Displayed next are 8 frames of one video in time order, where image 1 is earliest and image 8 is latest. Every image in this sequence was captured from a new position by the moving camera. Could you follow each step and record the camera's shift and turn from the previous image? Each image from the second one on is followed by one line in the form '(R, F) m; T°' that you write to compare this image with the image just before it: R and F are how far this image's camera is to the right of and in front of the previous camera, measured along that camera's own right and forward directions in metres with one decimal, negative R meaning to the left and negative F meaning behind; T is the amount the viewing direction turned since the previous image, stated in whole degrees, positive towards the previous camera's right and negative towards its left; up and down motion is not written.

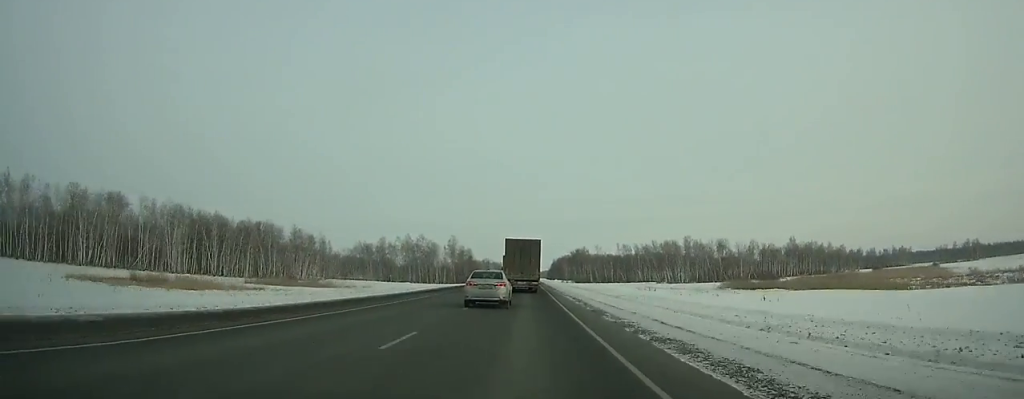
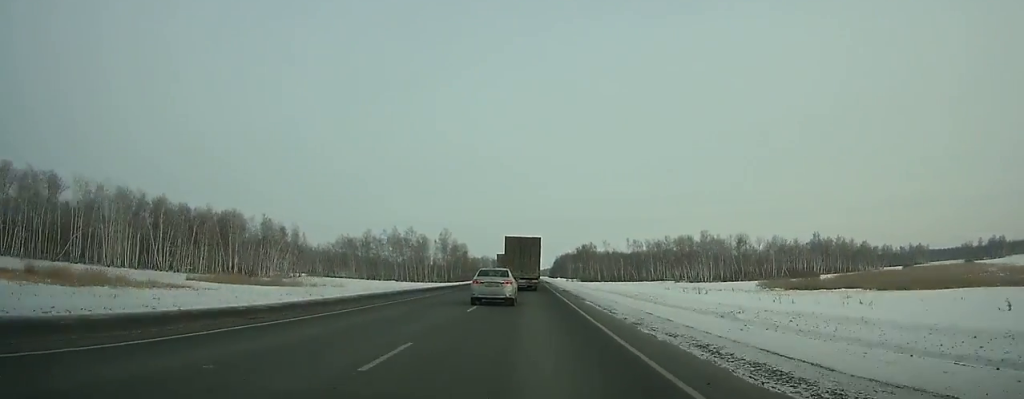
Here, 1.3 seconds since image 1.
(-0.2, +25.9) m; 0°
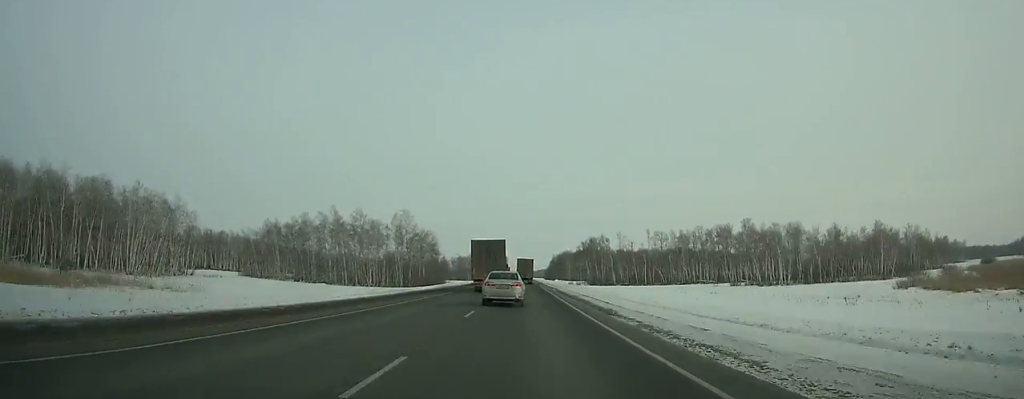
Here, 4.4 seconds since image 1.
(0.0, +61.8) m; 0°
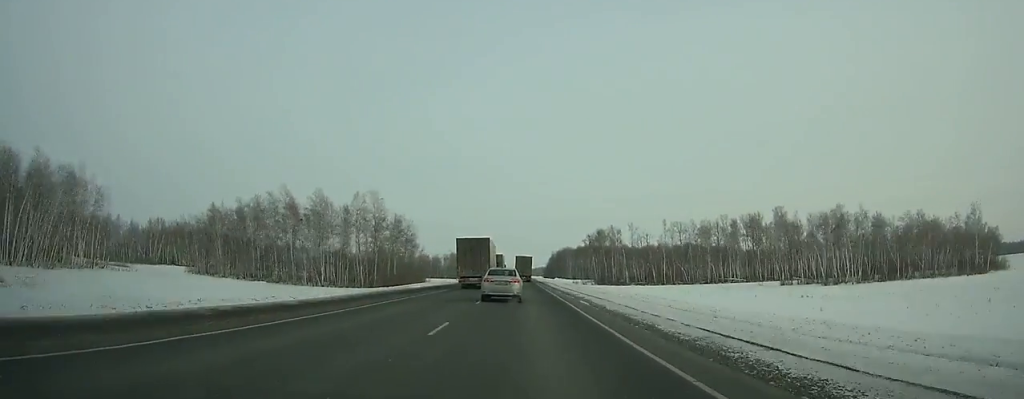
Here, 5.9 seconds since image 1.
(+0.1, +29.9) m; 0°
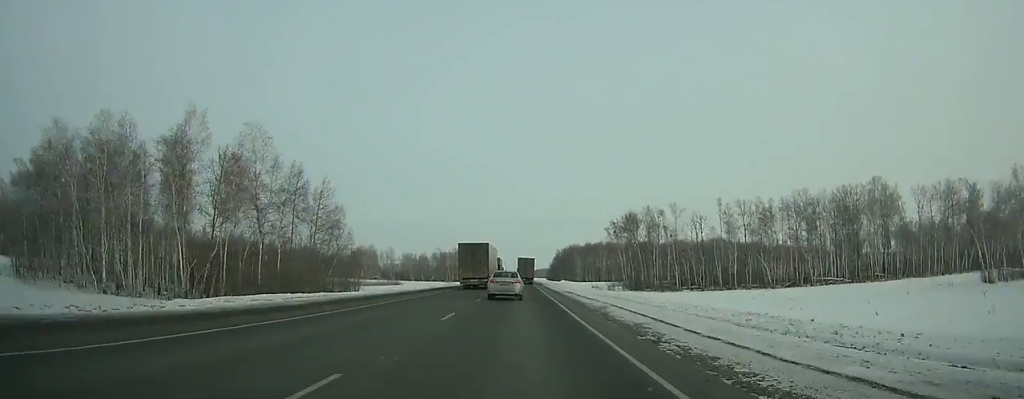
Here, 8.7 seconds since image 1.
(+0.1, +56.0) m; 0°
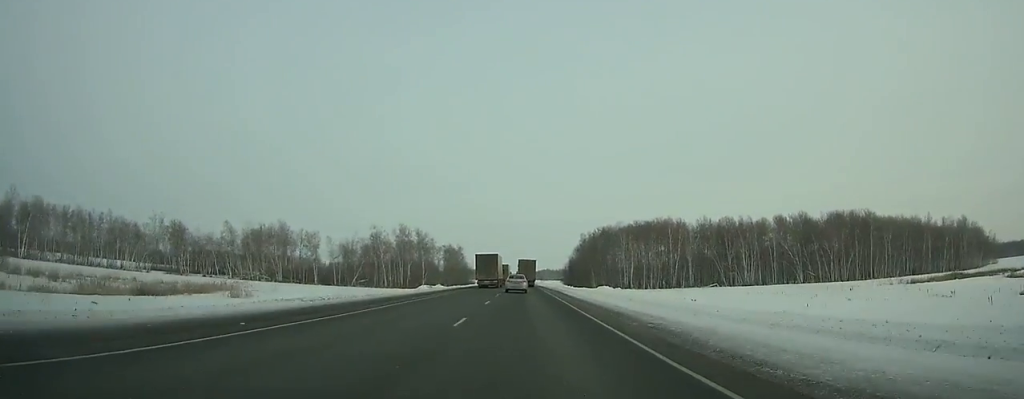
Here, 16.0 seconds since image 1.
(+0.2, +149.7) m; 0°
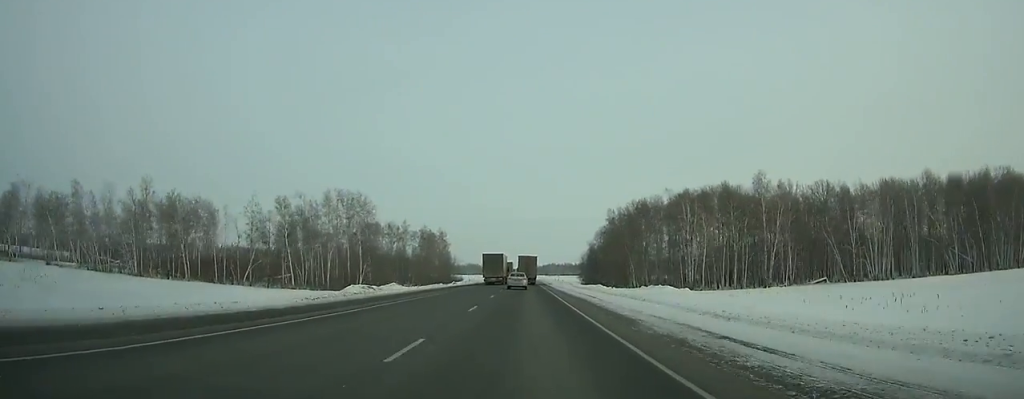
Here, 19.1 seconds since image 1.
(-0.2, +67.0) m; 0°
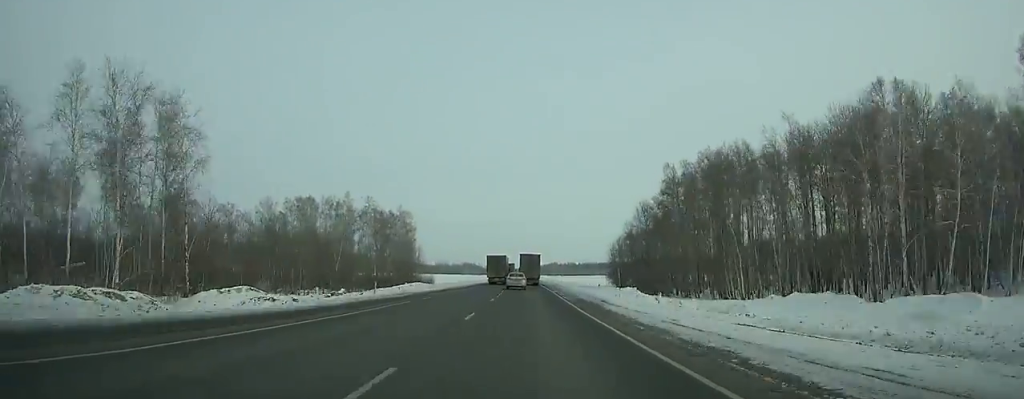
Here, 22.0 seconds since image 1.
(0.0, +64.9) m; 0°
